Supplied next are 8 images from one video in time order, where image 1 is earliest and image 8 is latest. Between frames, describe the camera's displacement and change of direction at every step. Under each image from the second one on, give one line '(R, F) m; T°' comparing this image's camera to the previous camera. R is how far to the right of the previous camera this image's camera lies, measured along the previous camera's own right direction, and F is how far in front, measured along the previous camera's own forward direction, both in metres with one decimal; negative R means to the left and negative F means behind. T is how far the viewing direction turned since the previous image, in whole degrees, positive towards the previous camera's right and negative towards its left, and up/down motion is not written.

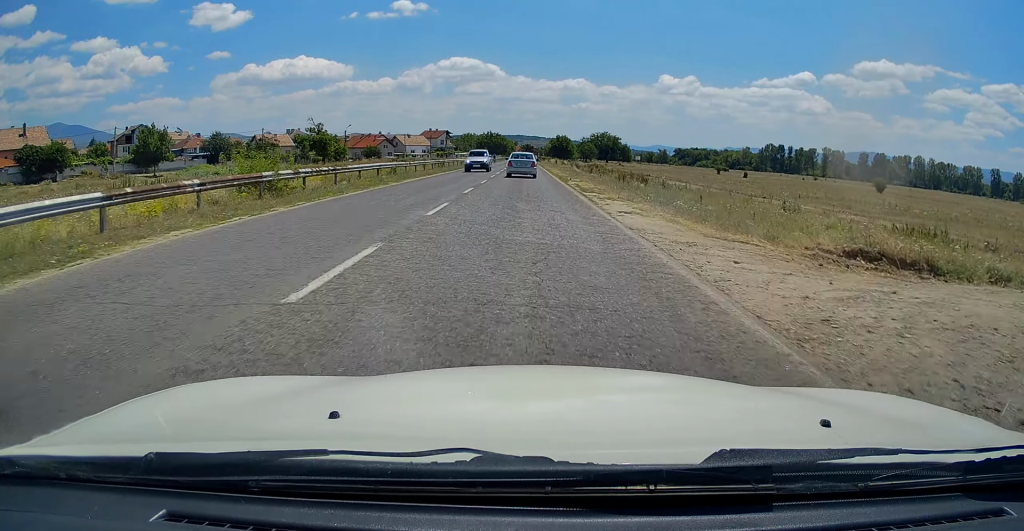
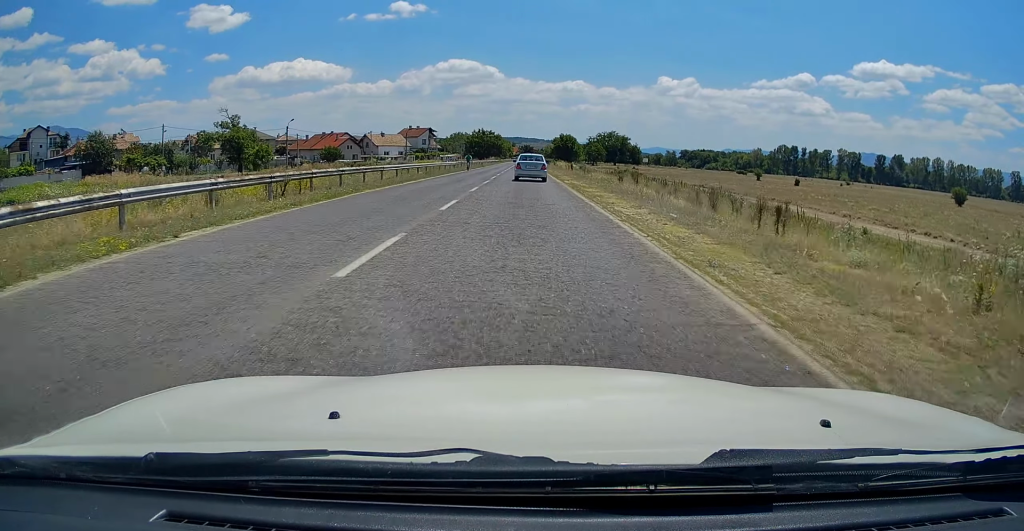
(0.0, +37.5) m; 0°
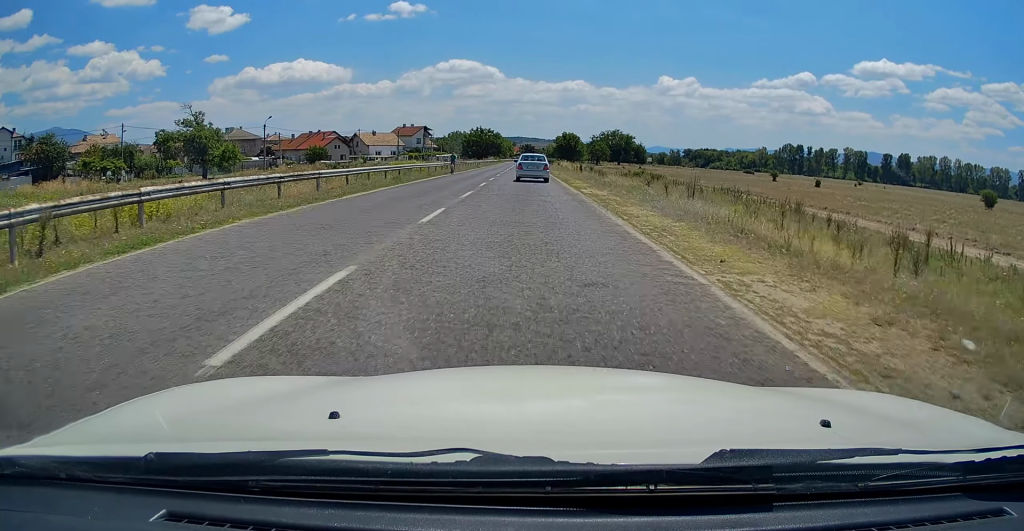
(+0.2, +10.6) m; 0°
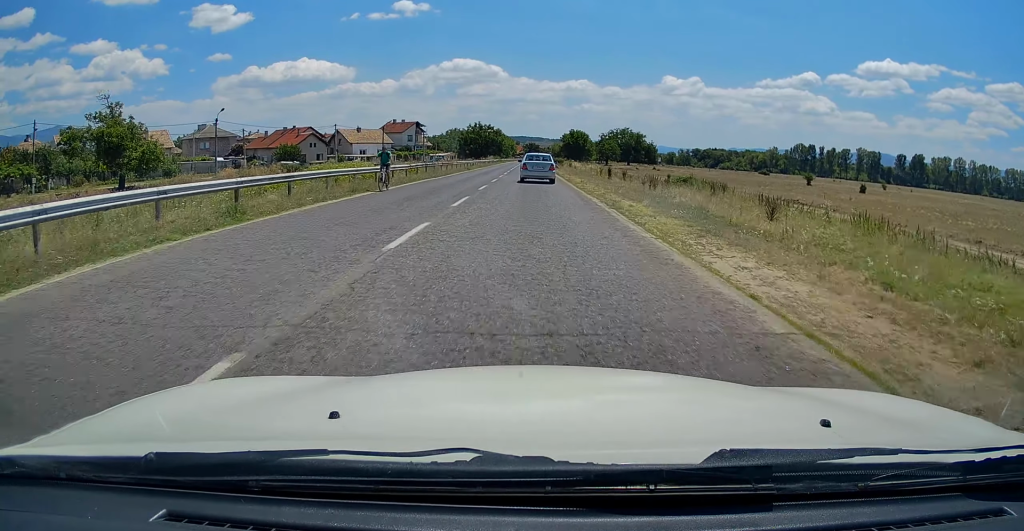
(-0.2, +18.3) m; 0°
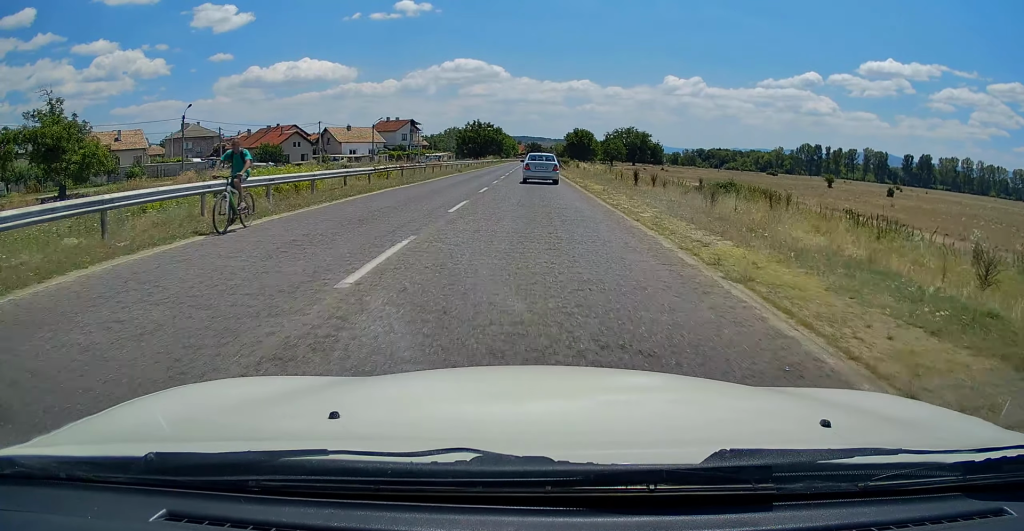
(+0.1, +9.9) m; 0°
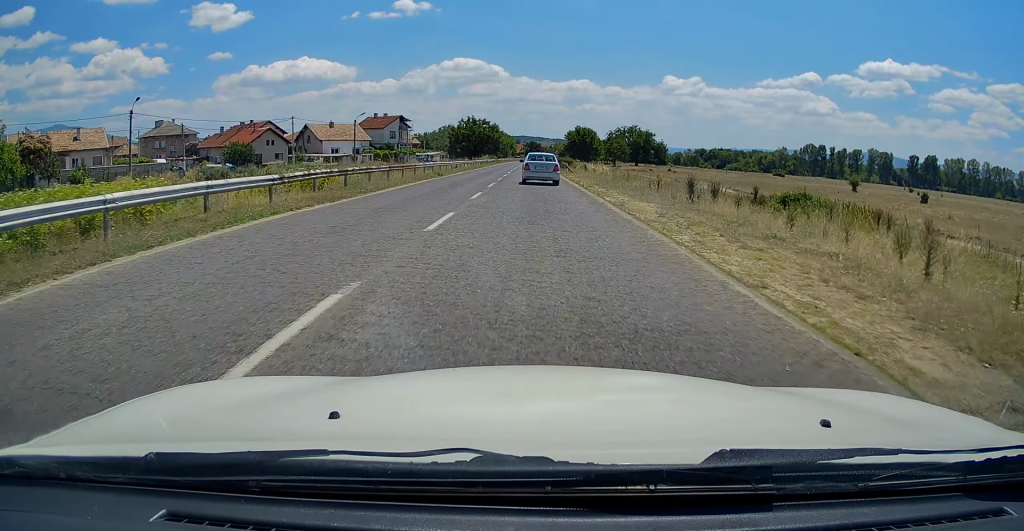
(+0.1, +11.4) m; 0°
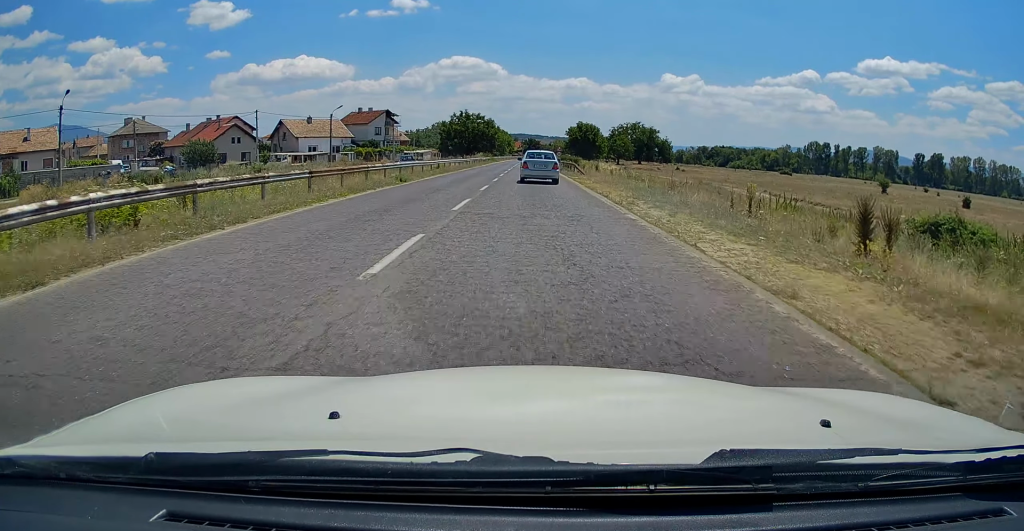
(0.0, +11.4) m; 0°
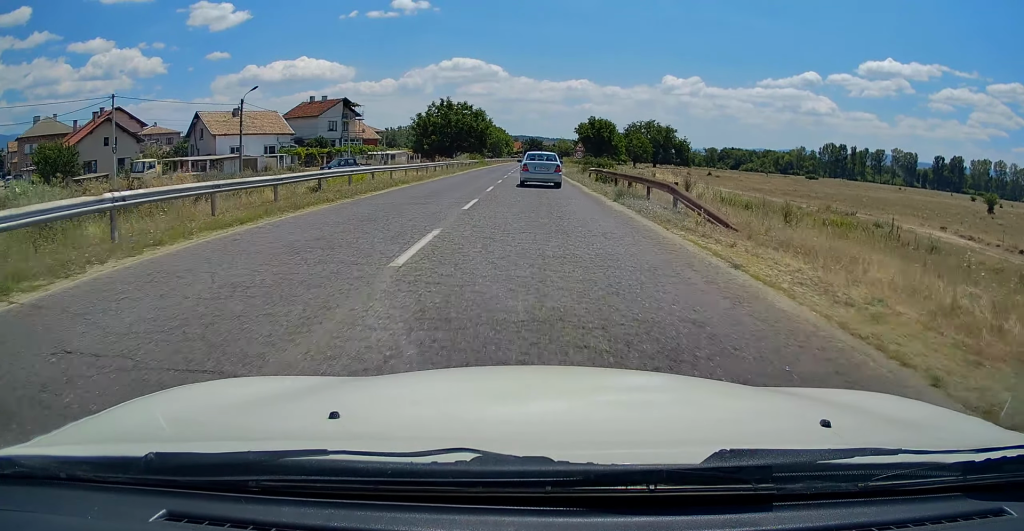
(0.0, +30.8) m; 0°
